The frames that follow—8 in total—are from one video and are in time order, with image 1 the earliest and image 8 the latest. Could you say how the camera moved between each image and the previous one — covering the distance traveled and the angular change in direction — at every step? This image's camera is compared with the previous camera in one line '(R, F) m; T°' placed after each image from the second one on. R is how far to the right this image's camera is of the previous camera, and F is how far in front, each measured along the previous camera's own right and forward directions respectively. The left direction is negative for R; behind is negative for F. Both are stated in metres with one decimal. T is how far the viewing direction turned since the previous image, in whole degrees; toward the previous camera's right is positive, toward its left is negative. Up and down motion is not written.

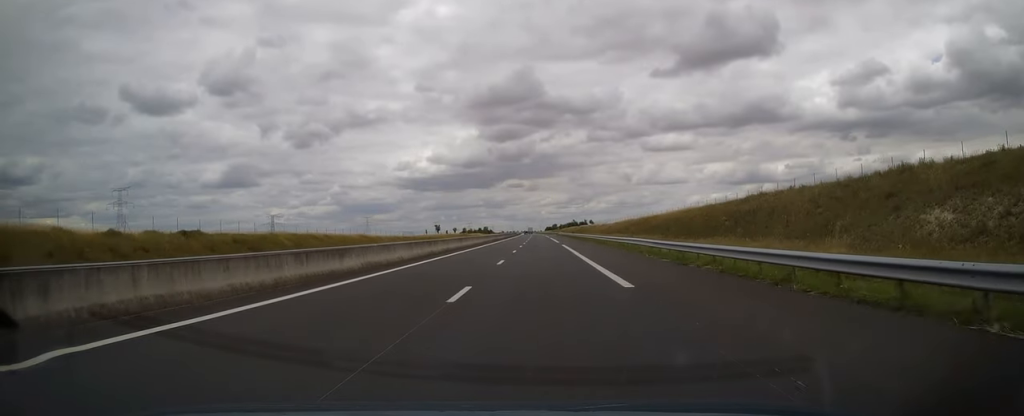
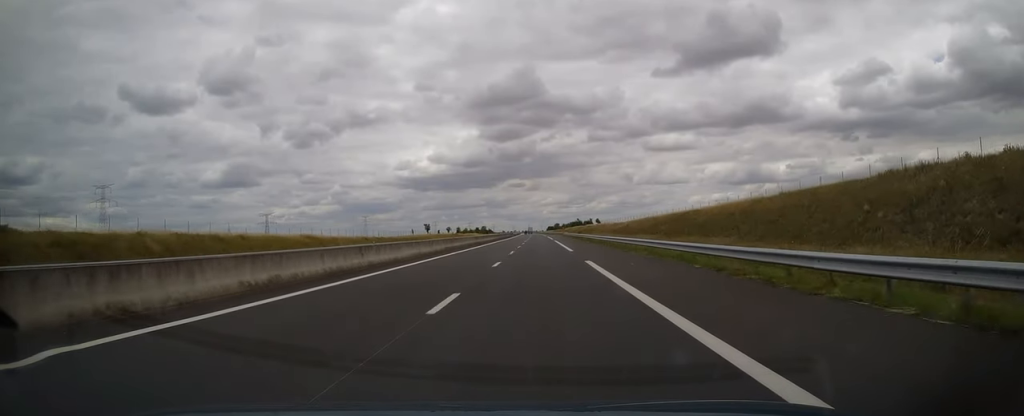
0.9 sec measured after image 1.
(0.0, +27.4) m; 0°
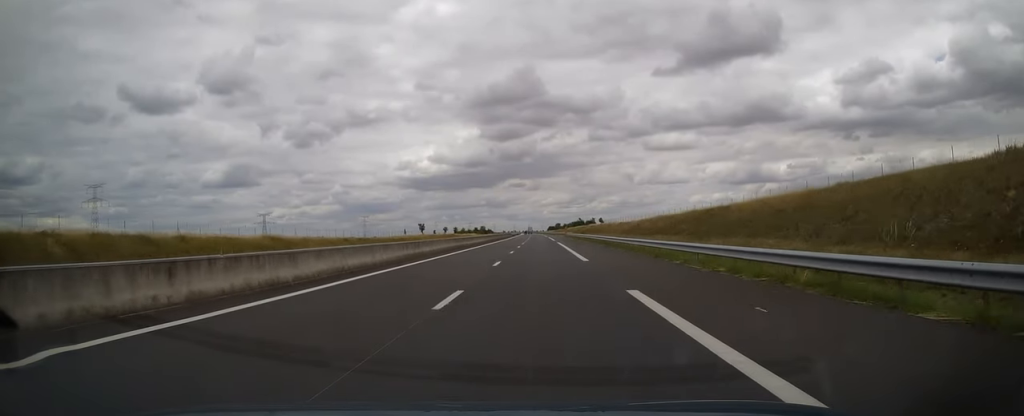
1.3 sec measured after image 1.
(0.0, +12.2) m; 0°
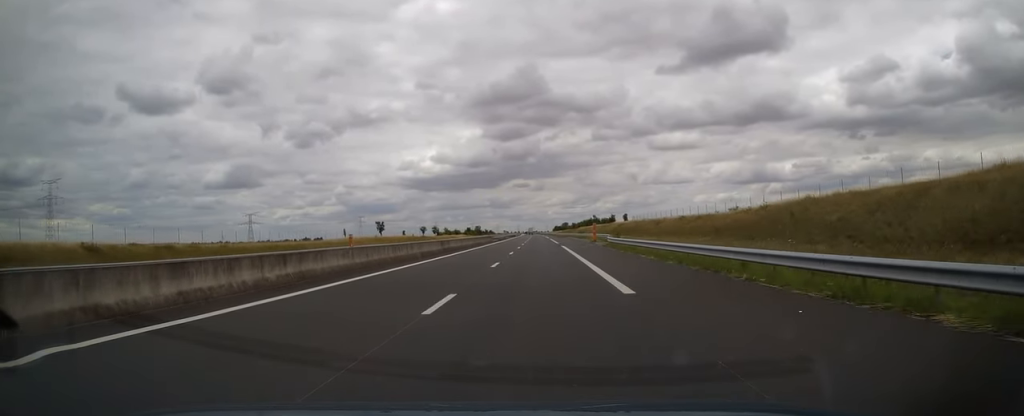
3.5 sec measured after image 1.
(-0.1, +64.5) m; 0°
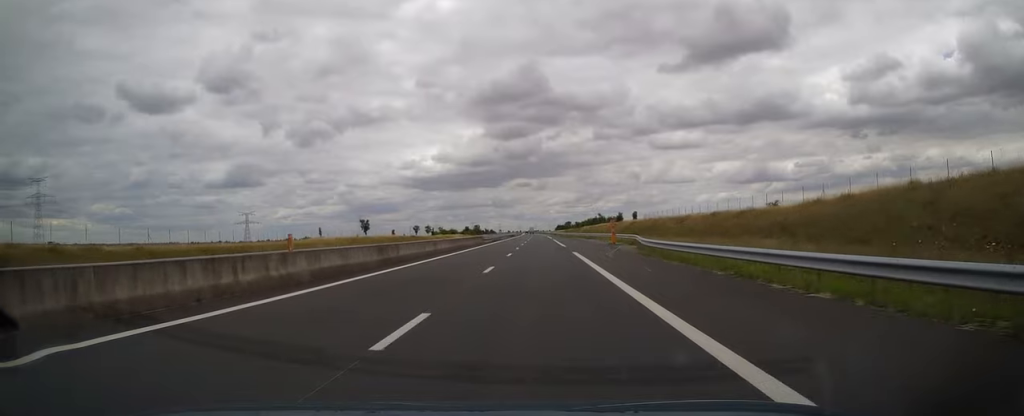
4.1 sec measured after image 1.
(0.0, +16.1) m; 0°
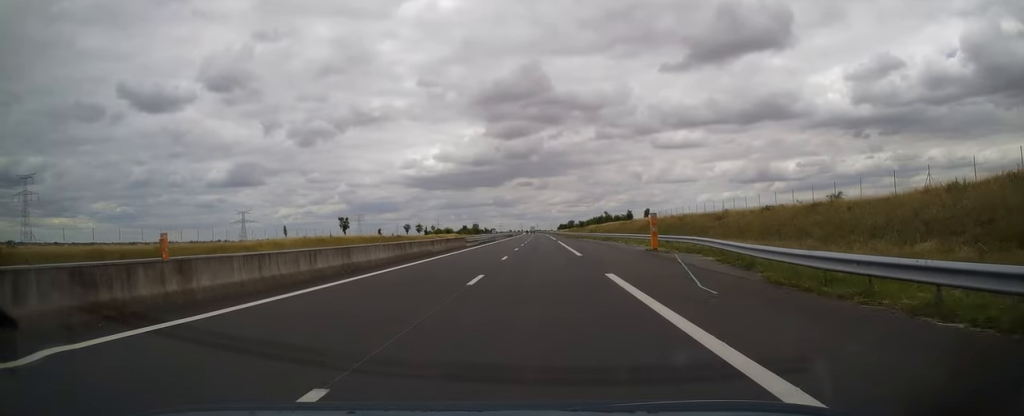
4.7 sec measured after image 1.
(0.0, +17.6) m; 0°
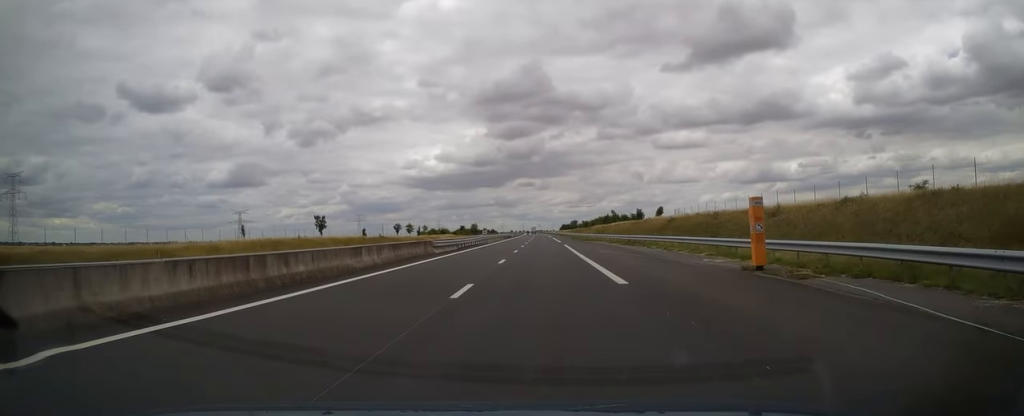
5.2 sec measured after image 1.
(+0.1, +15.6) m; 0°
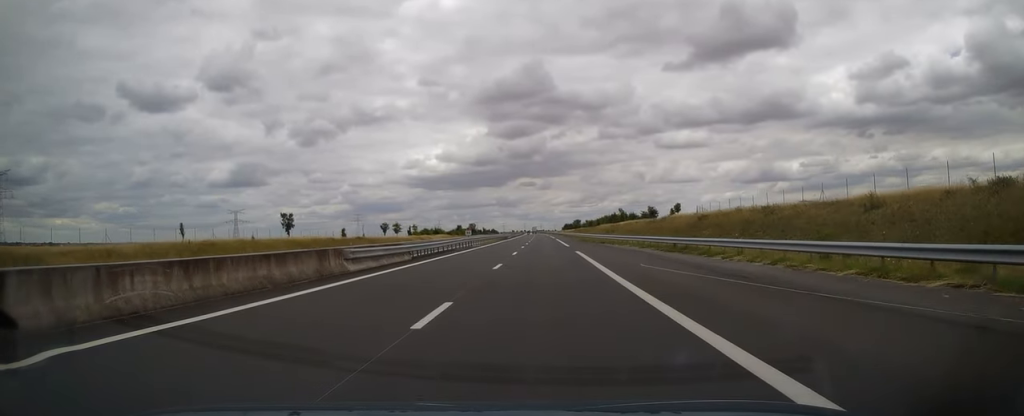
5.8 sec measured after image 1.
(-0.3, +16.6) m; 0°
